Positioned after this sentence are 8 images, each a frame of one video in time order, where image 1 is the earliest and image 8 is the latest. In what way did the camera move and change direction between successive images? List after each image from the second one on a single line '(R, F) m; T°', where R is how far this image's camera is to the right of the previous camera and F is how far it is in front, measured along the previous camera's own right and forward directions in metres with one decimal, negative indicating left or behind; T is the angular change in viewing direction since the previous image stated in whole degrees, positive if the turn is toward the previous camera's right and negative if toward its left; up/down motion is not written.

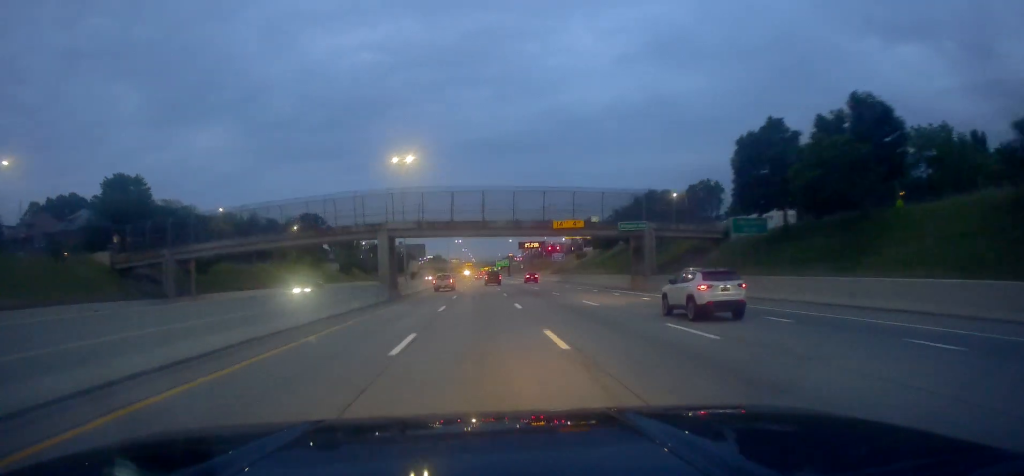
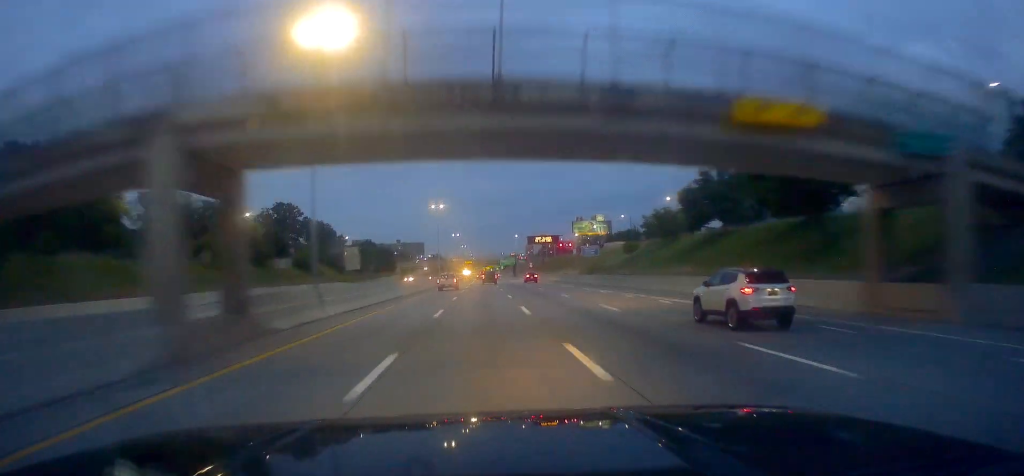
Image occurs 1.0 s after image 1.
(-0.2, +33.8) m; 0°
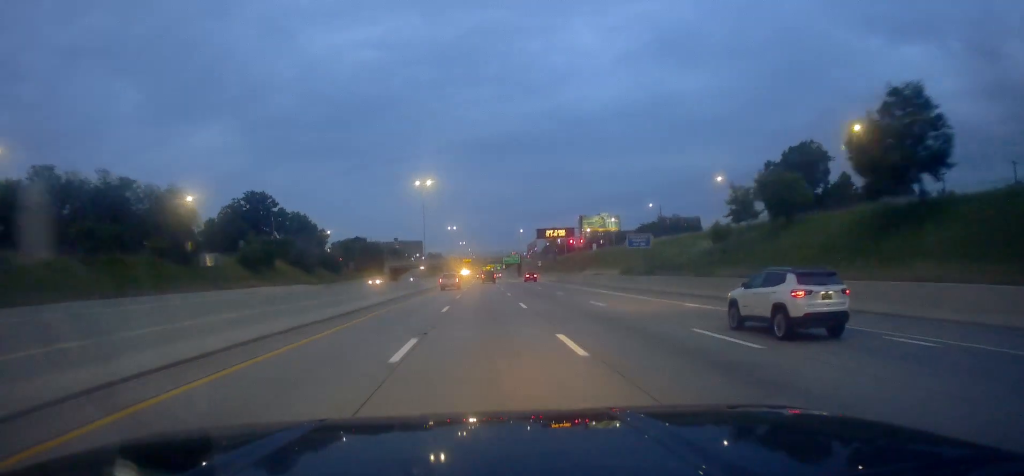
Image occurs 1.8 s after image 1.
(0.0, +26.0) m; 0°
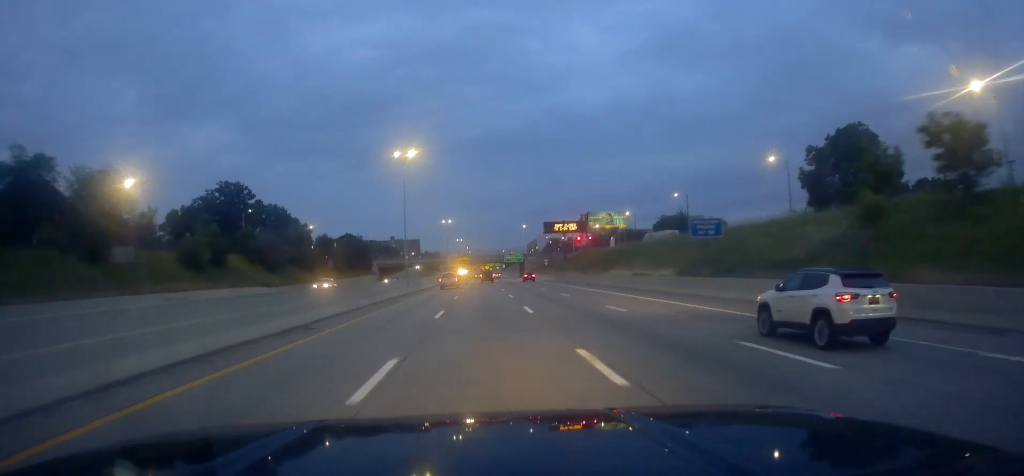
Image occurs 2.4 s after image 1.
(0.0, +18.5) m; 0°
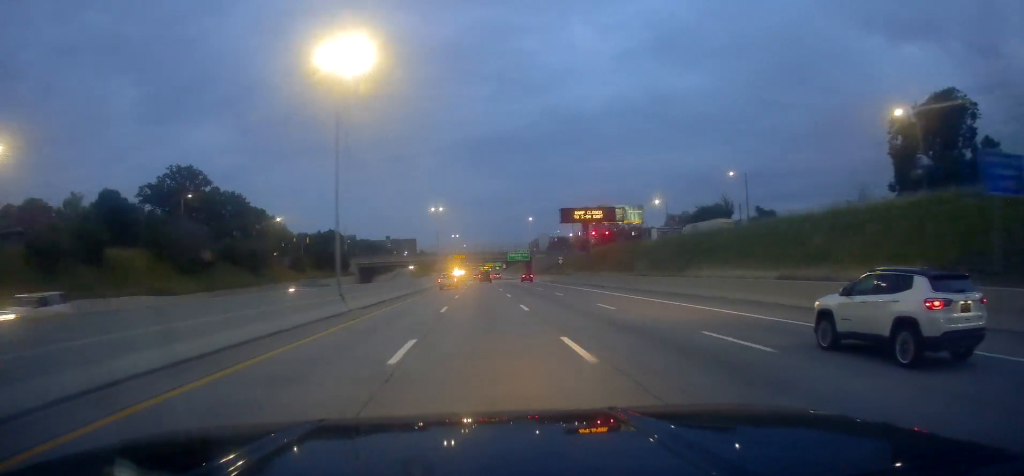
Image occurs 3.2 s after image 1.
(0.0, +27.4) m; 0°
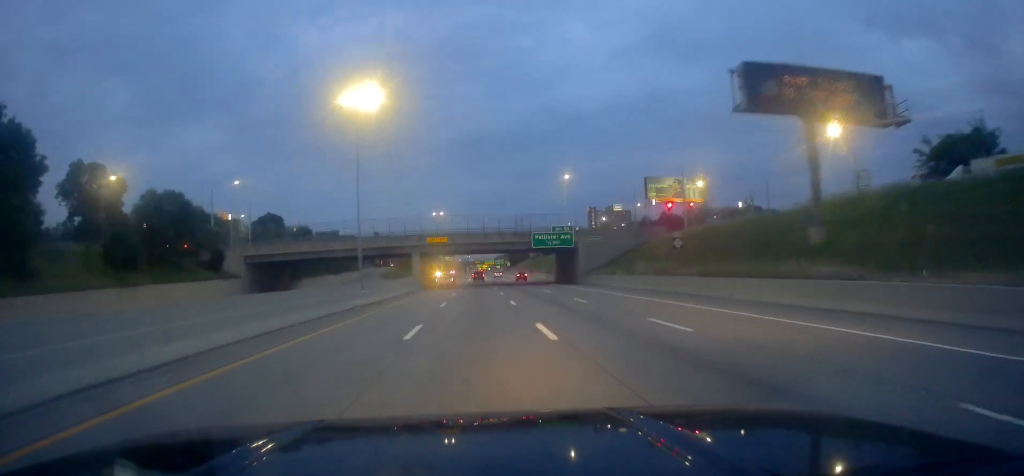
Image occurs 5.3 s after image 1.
(+0.5, +69.8) m; +1°
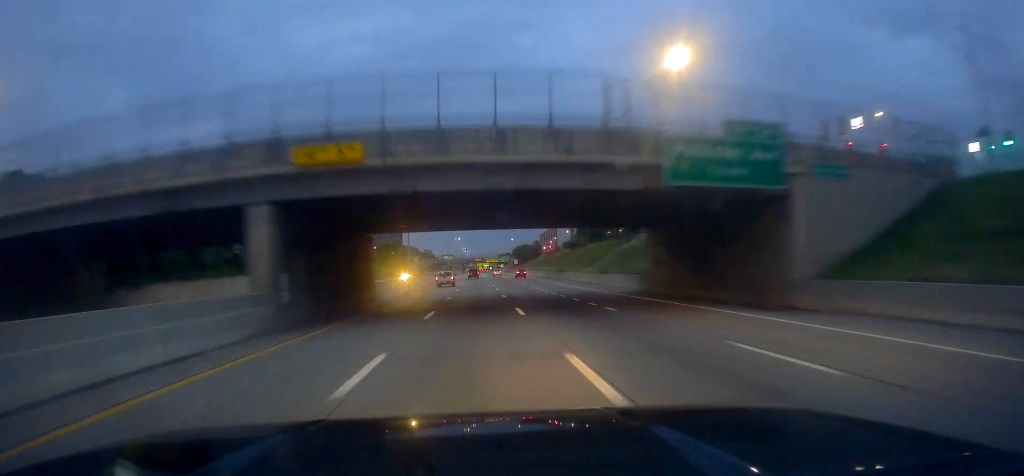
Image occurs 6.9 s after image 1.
(+0.1, +52.3) m; -1°
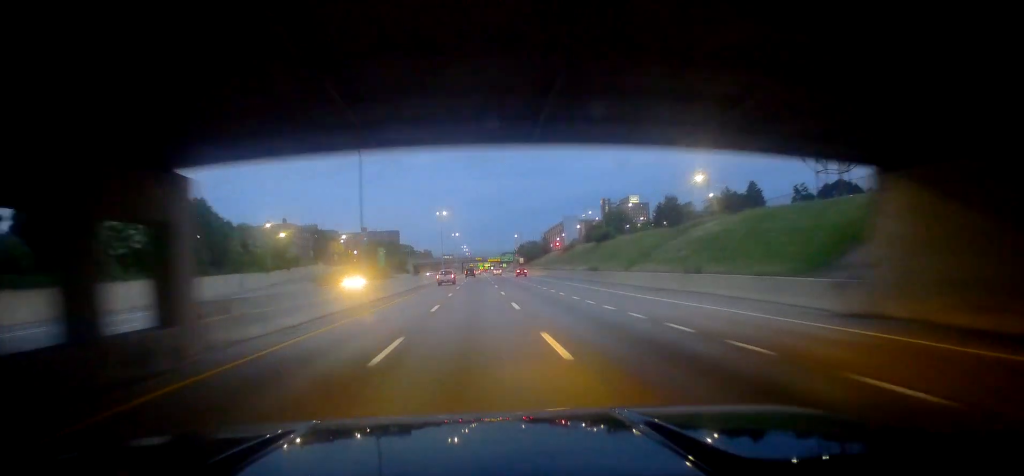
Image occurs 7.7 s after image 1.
(-0.1, +26.7) m; 0°
